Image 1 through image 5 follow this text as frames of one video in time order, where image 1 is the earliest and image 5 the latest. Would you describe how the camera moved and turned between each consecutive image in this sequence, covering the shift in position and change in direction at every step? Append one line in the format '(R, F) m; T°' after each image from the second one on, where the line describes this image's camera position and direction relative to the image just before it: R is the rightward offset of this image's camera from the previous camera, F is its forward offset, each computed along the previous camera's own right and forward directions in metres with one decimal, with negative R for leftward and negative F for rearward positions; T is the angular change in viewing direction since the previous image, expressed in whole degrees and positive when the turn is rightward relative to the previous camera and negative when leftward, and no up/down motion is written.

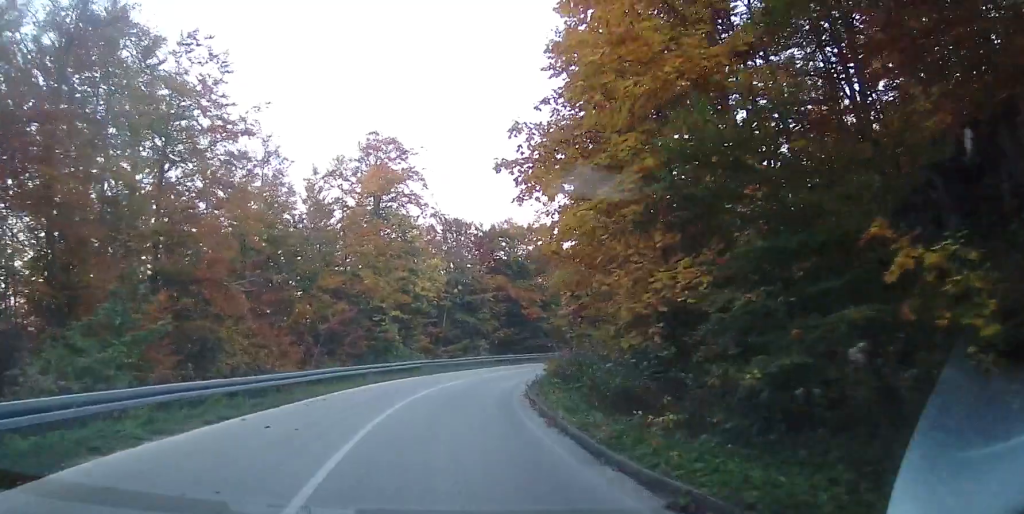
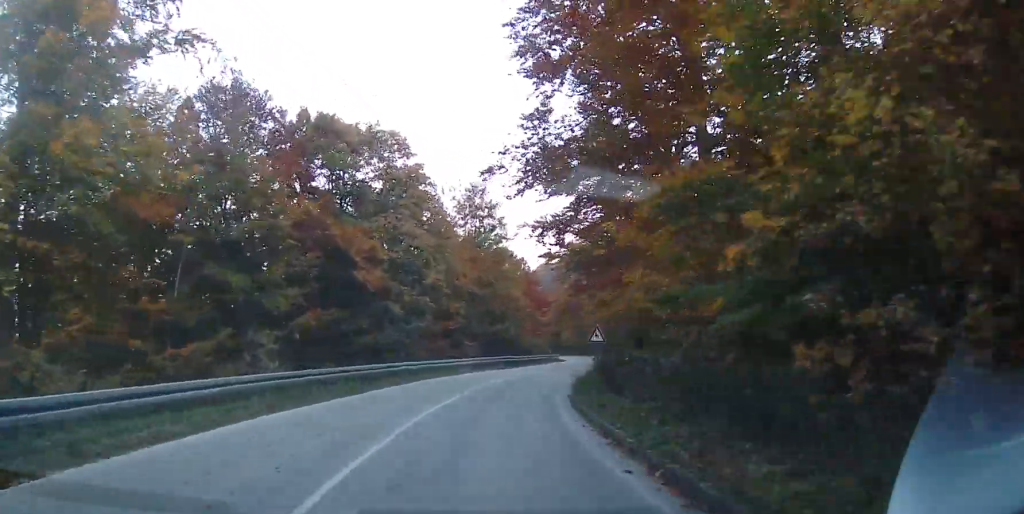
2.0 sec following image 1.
(+3.8, +31.5) m; +18°
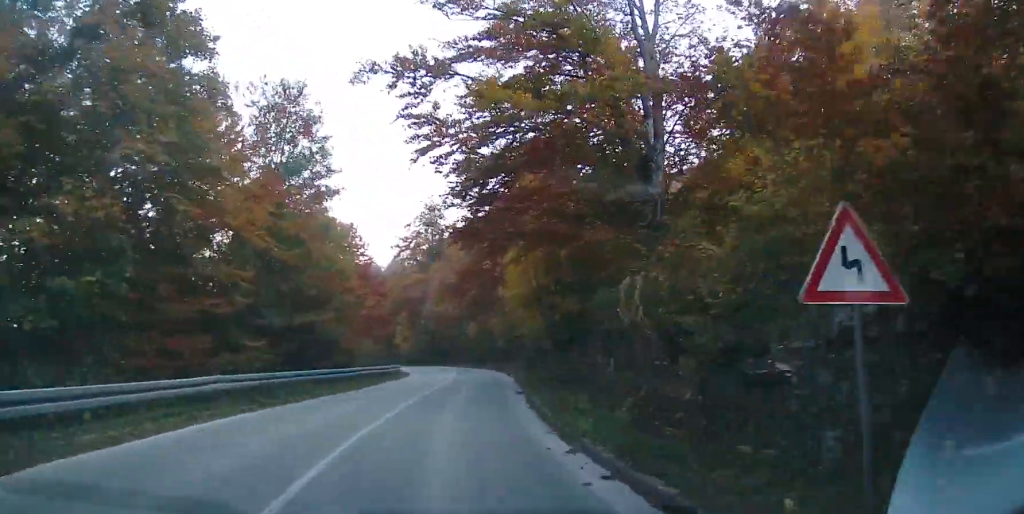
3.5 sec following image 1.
(+3.4, +21.5) m; +17°
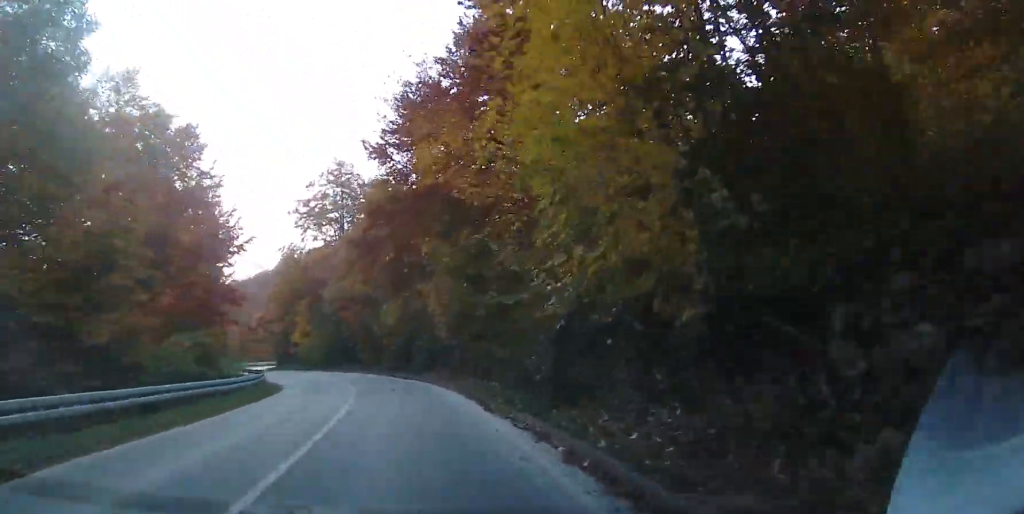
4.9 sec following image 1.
(+1.6, +21.2) m; +6°
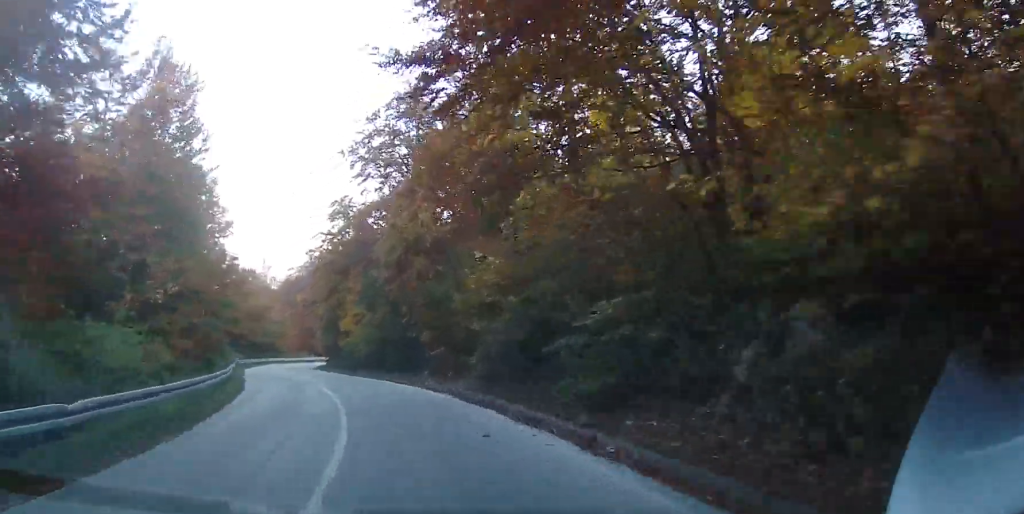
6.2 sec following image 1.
(-0.1, +20.6) m; -4°
